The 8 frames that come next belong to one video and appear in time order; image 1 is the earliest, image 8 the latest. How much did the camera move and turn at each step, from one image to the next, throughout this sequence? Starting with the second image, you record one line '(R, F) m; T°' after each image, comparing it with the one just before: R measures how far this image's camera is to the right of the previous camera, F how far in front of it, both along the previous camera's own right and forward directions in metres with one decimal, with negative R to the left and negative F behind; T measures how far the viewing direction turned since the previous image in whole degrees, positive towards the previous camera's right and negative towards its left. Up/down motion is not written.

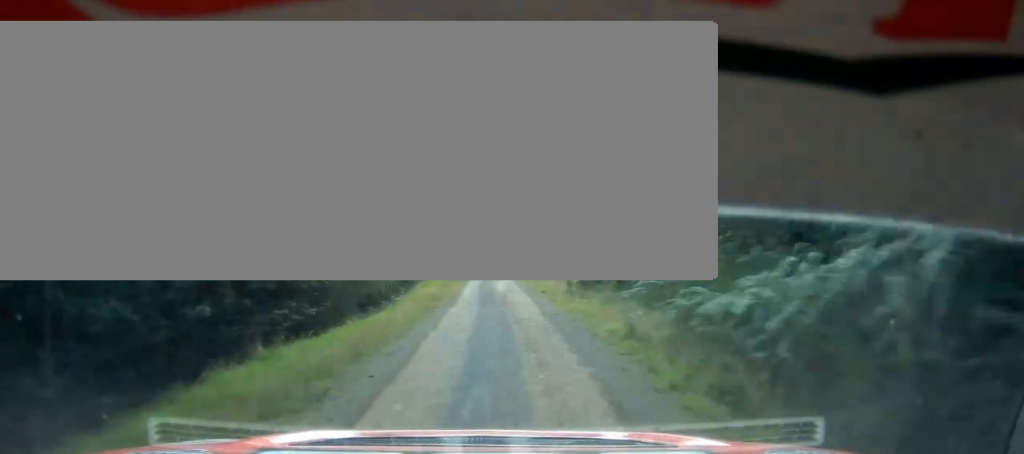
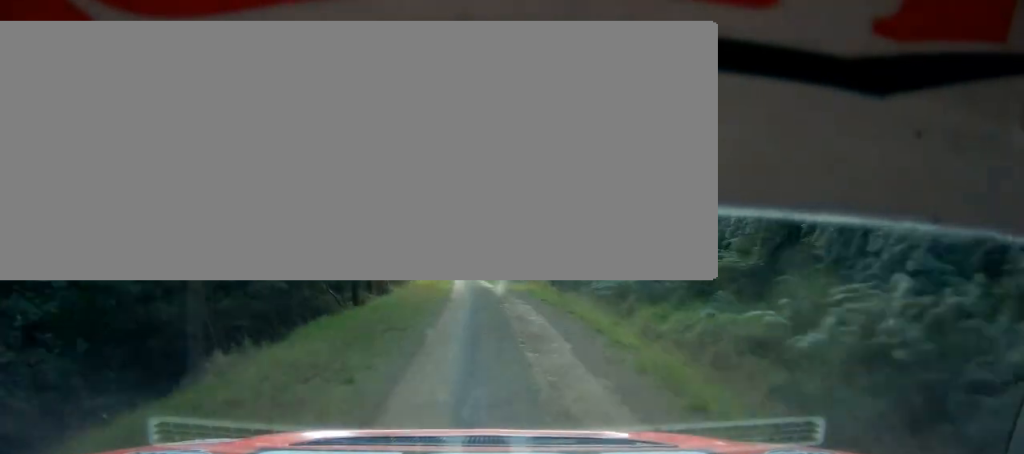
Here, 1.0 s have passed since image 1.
(-1.4, +33.1) m; -2°
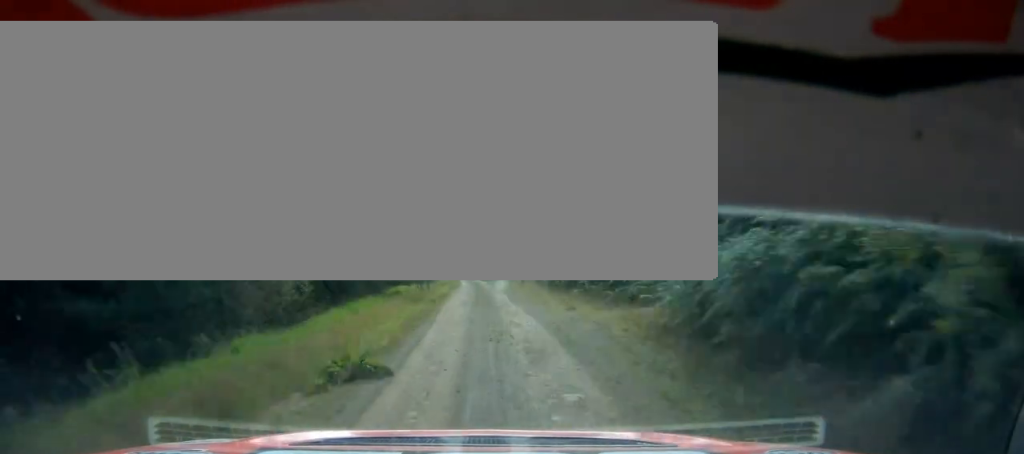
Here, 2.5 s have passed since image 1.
(-0.1, +57.0) m; 0°
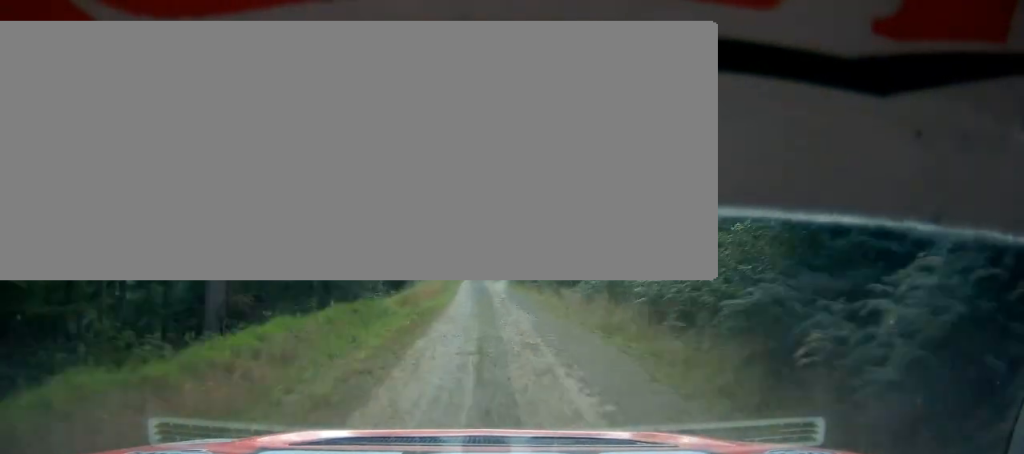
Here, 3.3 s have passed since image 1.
(-0.2, +27.7) m; -1°
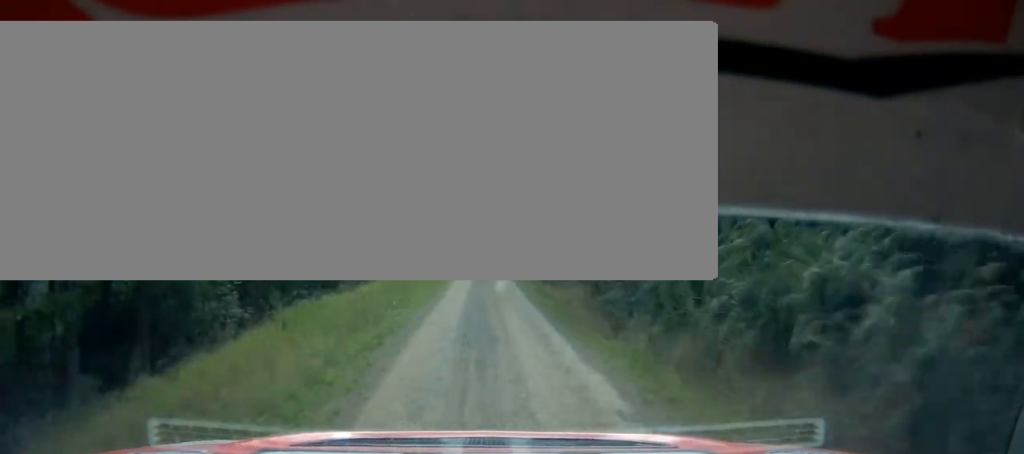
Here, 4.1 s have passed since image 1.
(+0.2, +33.5) m; -4°
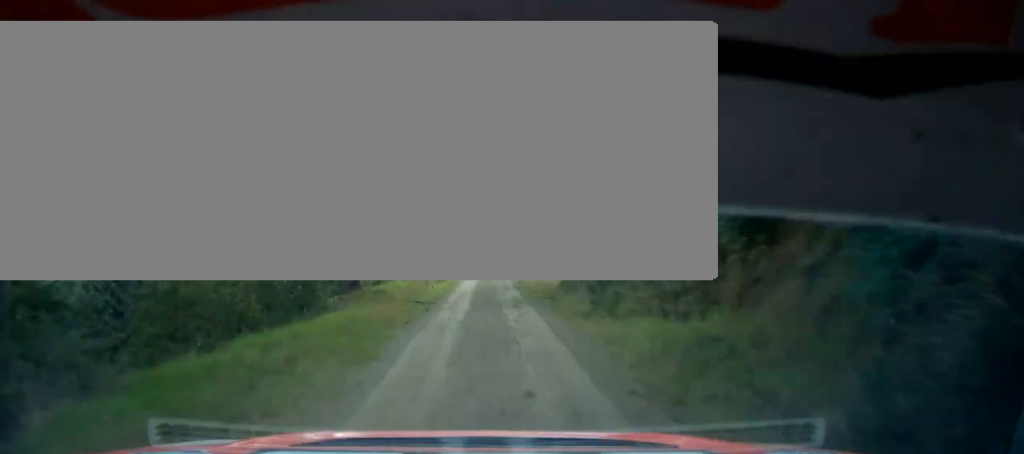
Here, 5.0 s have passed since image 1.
(-2.2, +32.0) m; -3°
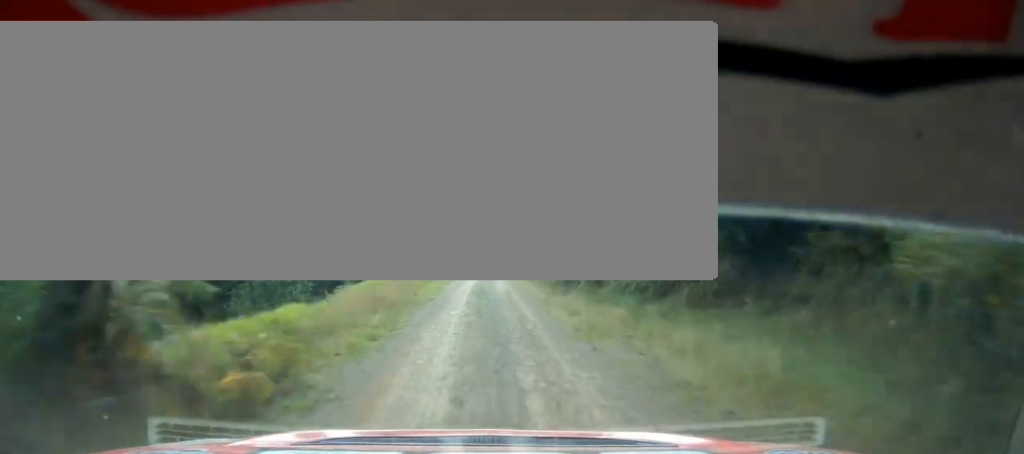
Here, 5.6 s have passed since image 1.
(-0.2, +24.2) m; -1°
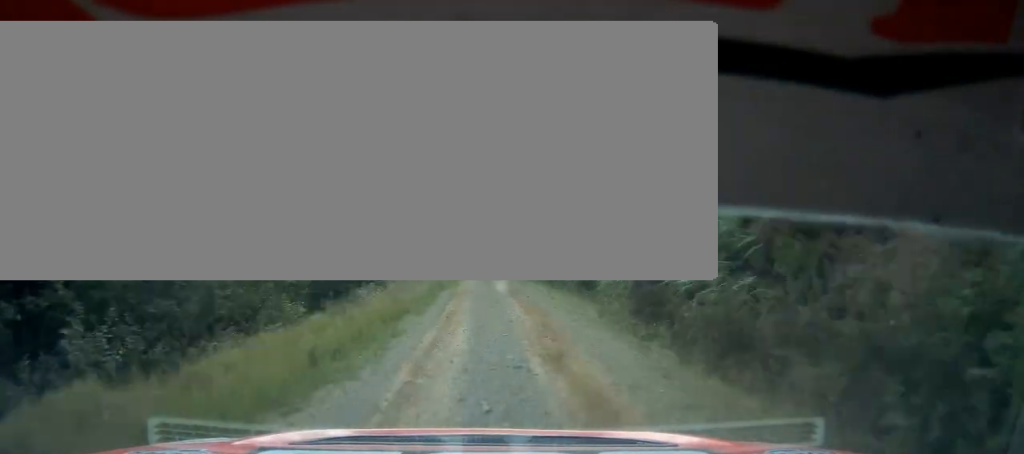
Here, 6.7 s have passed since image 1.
(0.0, +35.4) m; 0°
